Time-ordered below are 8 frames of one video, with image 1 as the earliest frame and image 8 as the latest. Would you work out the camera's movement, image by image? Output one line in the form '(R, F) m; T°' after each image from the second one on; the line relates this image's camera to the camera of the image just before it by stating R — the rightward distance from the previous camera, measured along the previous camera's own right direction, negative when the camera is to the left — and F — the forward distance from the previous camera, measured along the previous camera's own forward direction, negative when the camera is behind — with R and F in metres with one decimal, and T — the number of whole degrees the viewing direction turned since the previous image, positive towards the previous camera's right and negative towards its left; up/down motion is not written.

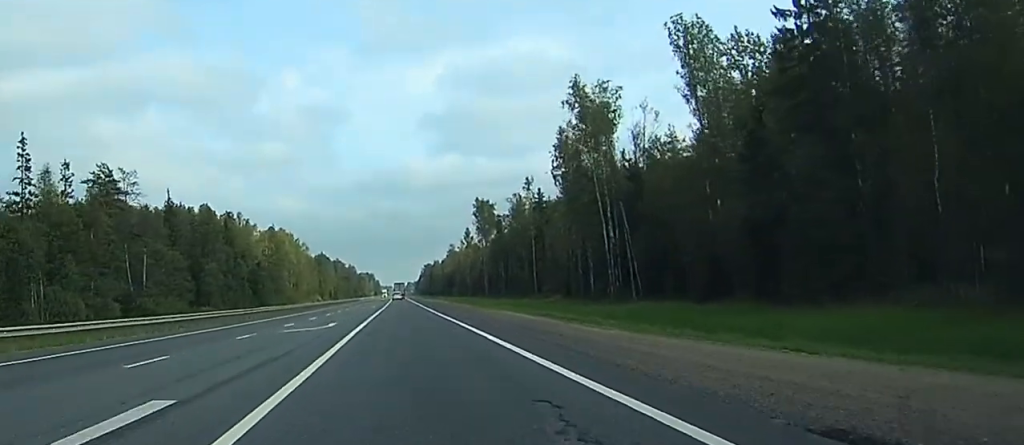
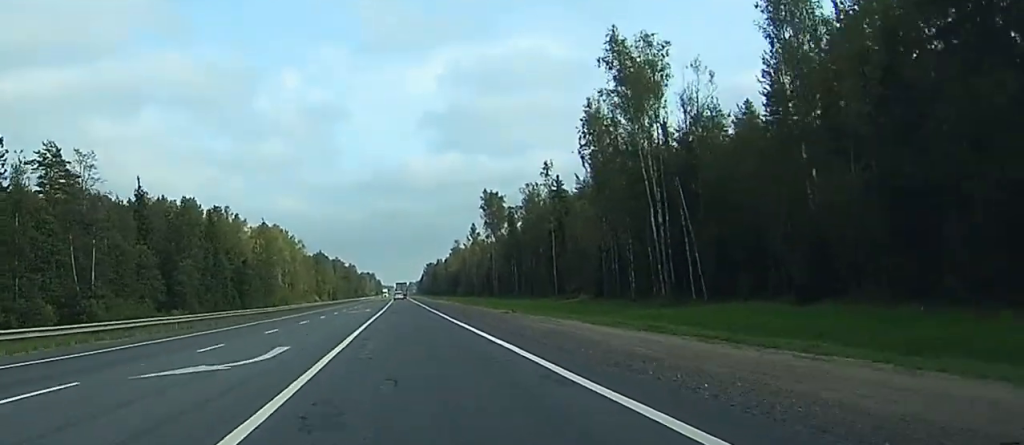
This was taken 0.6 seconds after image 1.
(0.0, +18.0) m; 0°
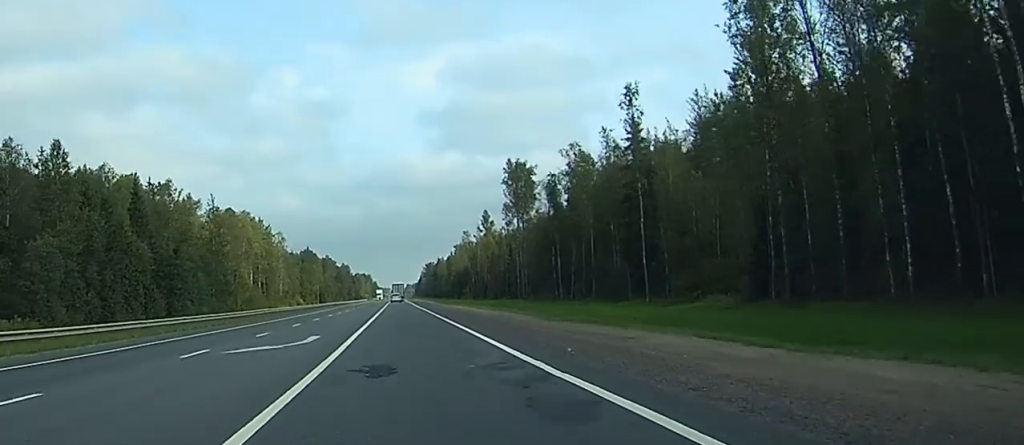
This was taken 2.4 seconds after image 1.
(-0.2, +49.9) m; 0°
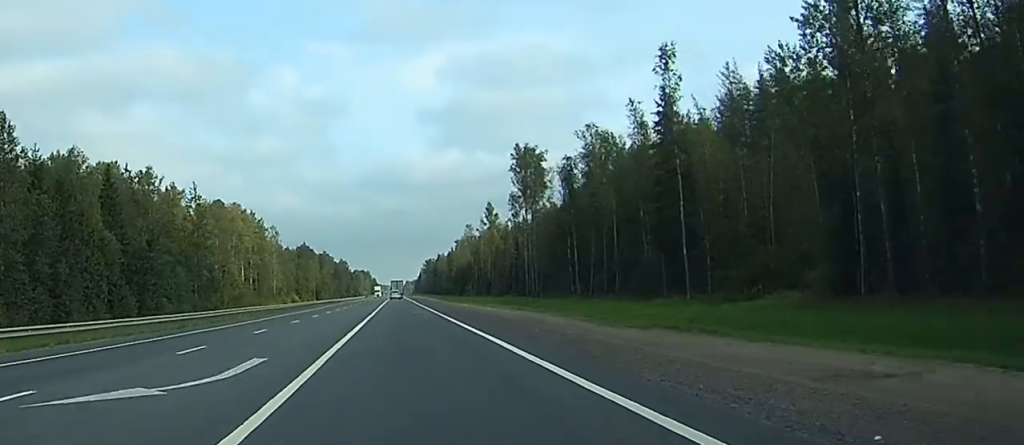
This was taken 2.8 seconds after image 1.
(+0.2, +12.2) m; 0°
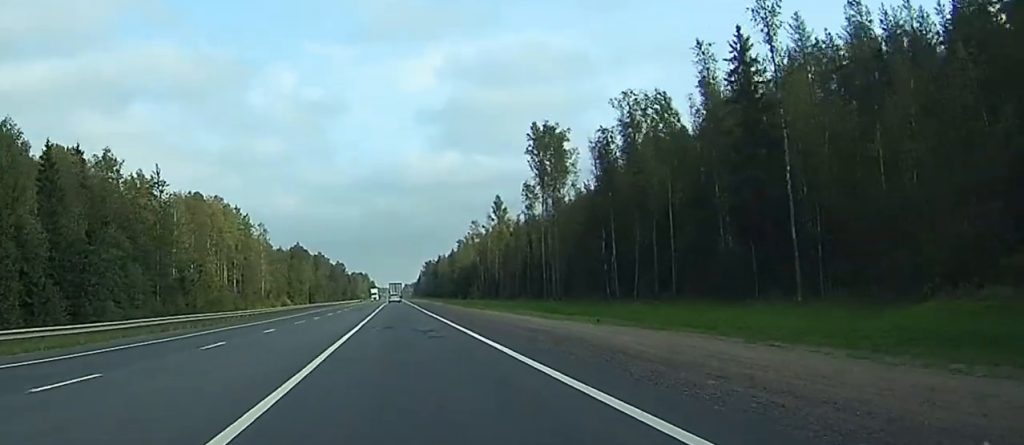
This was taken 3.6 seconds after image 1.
(+0.1, +20.6) m; 0°
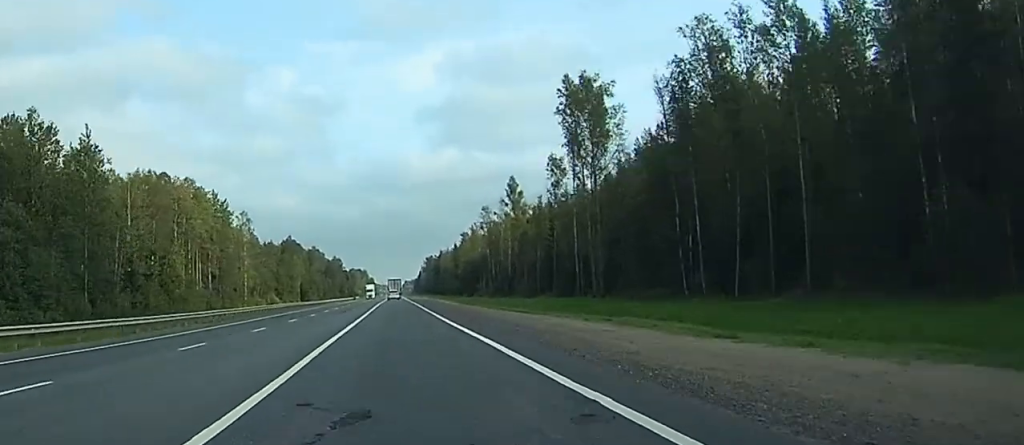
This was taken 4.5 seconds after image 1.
(-0.1, +26.1) m; 0°
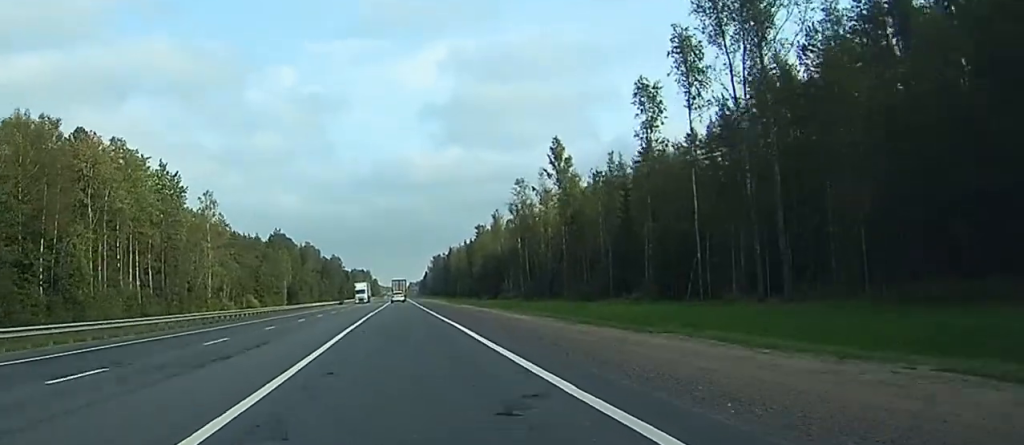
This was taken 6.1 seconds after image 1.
(-0.2, +45.2) m; -1°
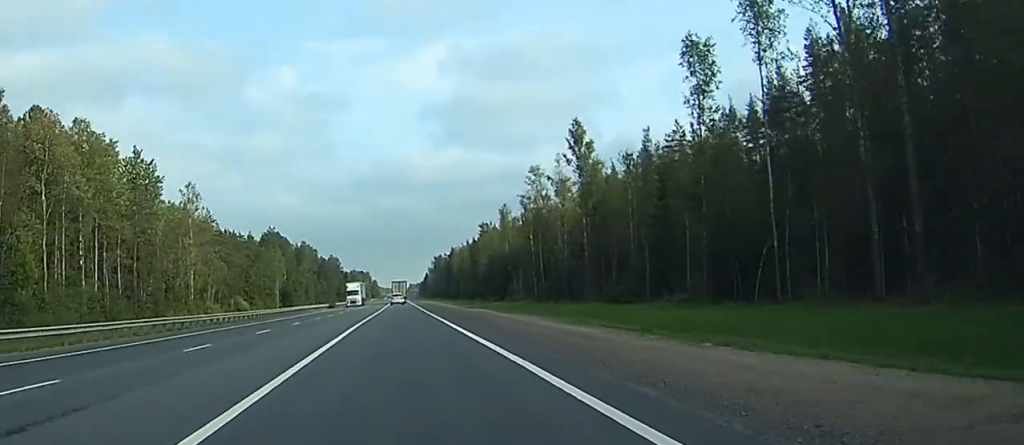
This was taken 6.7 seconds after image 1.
(-0.1, +14.5) m; 0°
